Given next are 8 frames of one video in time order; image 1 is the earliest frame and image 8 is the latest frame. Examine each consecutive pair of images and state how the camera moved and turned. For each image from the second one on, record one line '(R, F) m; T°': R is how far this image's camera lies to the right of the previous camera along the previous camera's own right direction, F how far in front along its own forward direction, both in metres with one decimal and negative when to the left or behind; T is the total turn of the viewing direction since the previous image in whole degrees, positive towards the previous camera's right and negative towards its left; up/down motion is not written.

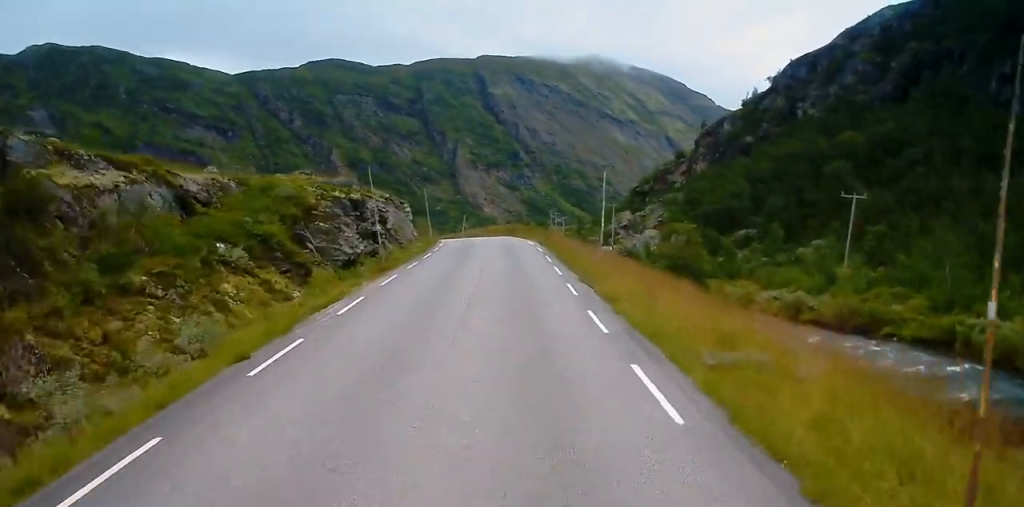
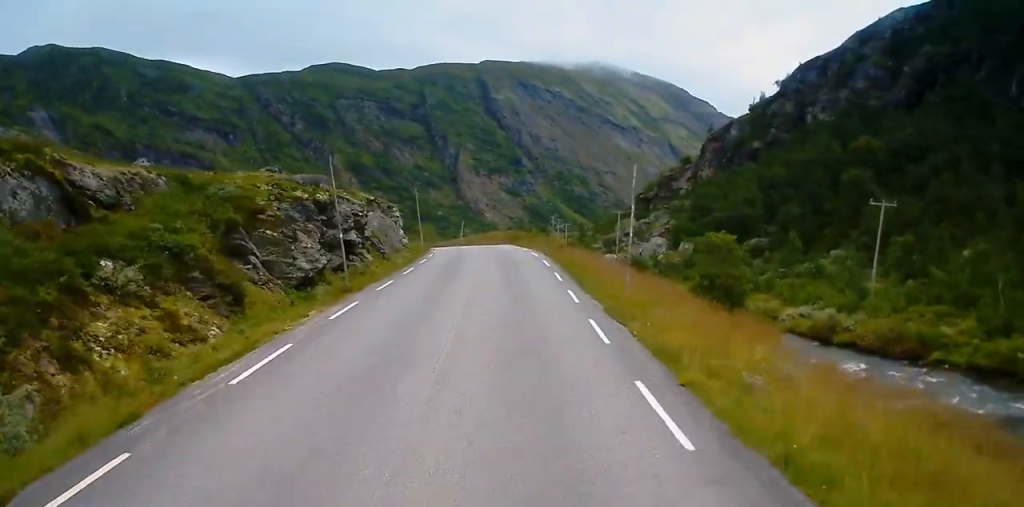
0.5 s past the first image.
(0.0, +6.5) m; 0°
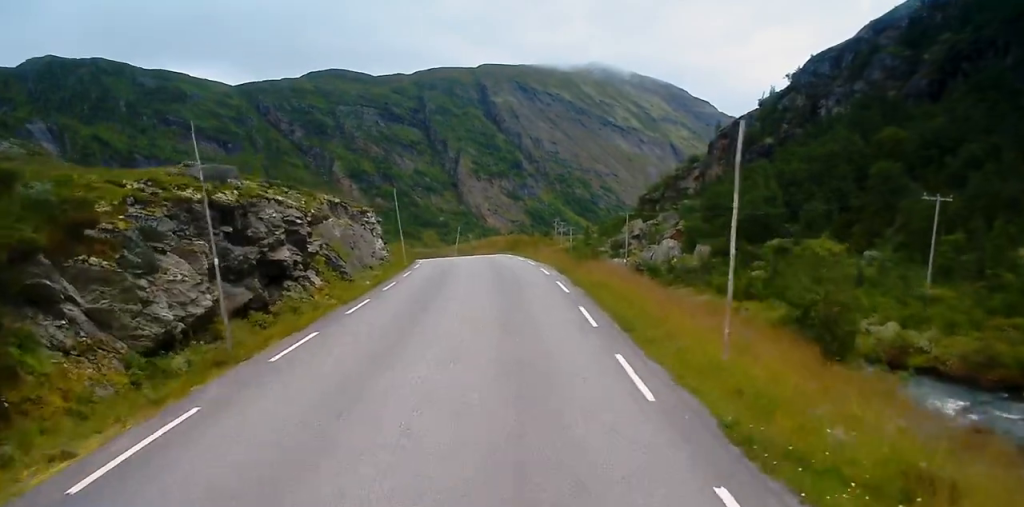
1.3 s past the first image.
(0.0, +10.0) m; 0°
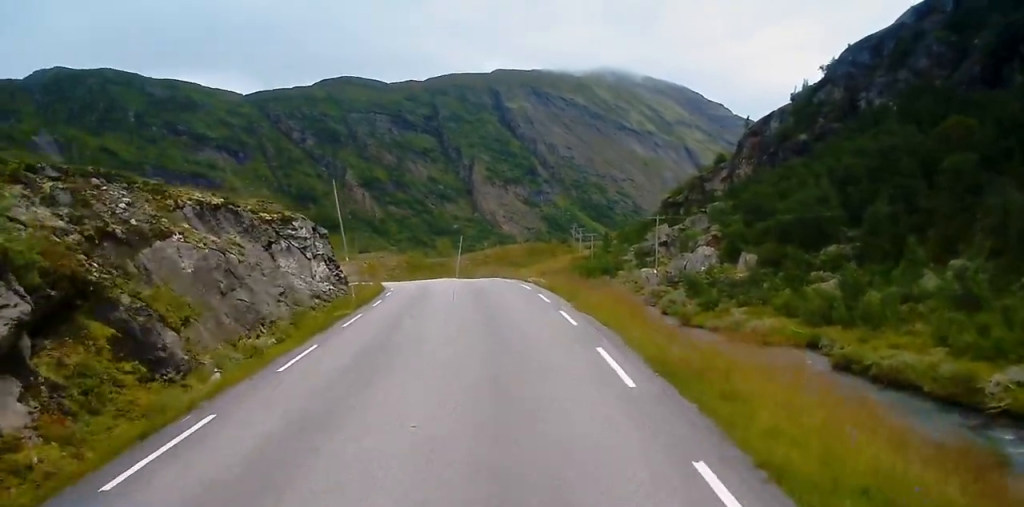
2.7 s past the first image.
(-0.3, +17.2) m; -2°
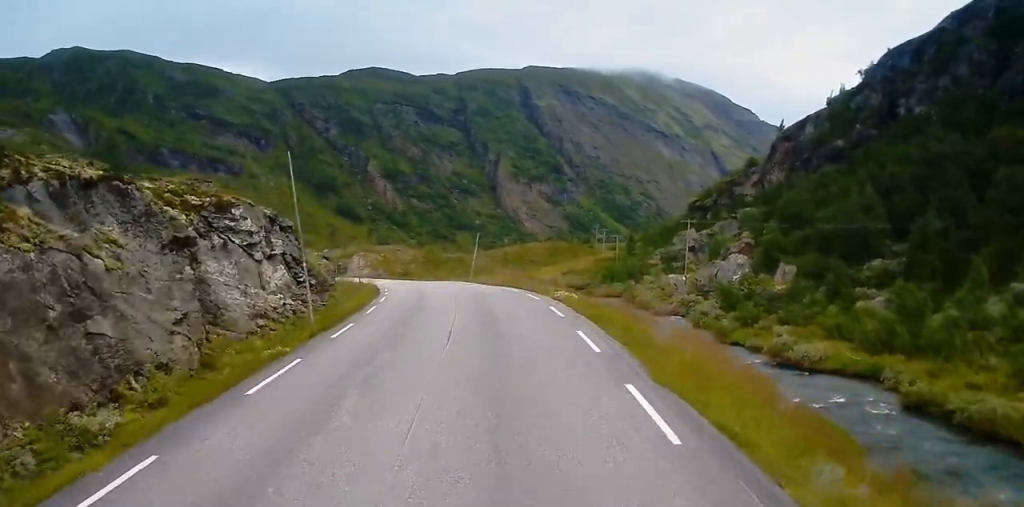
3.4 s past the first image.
(0.0, +8.1) m; -2°
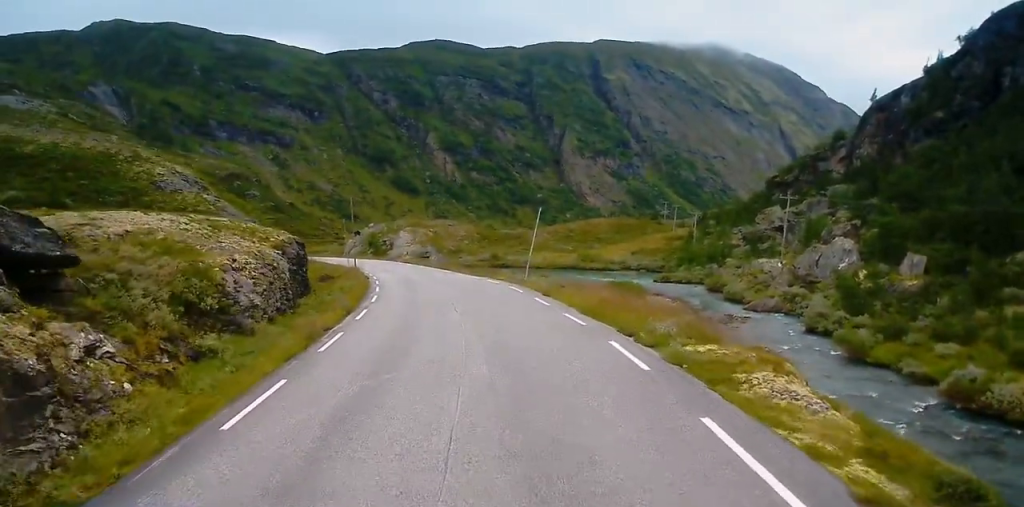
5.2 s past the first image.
(-0.8, +20.1) m; -4°
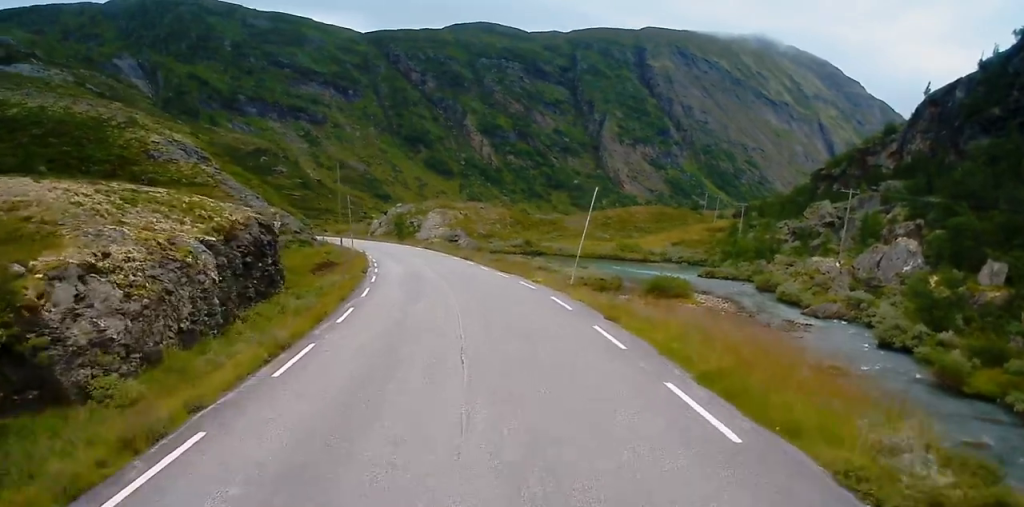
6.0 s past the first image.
(-0.2, +9.9) m; -1°
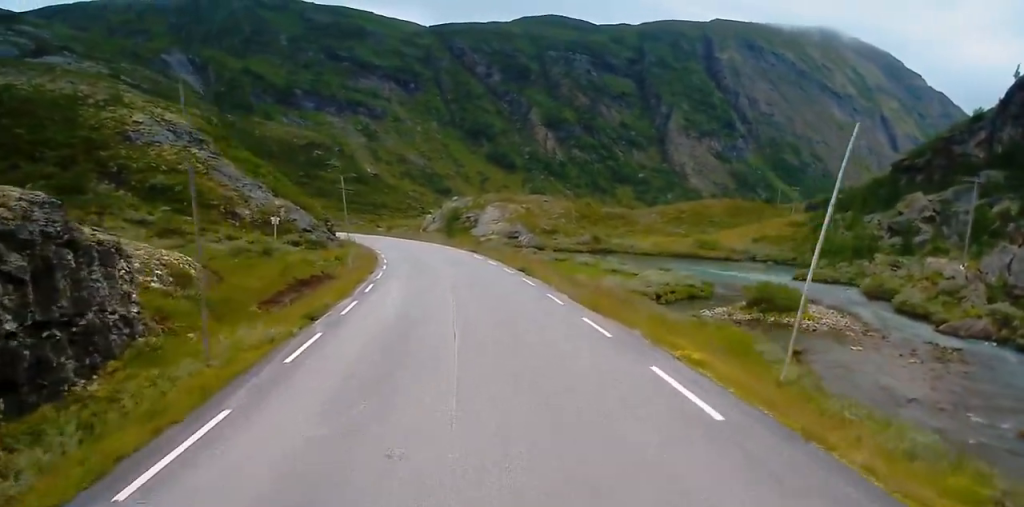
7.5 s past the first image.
(-0.3, +17.4) m; -4°
